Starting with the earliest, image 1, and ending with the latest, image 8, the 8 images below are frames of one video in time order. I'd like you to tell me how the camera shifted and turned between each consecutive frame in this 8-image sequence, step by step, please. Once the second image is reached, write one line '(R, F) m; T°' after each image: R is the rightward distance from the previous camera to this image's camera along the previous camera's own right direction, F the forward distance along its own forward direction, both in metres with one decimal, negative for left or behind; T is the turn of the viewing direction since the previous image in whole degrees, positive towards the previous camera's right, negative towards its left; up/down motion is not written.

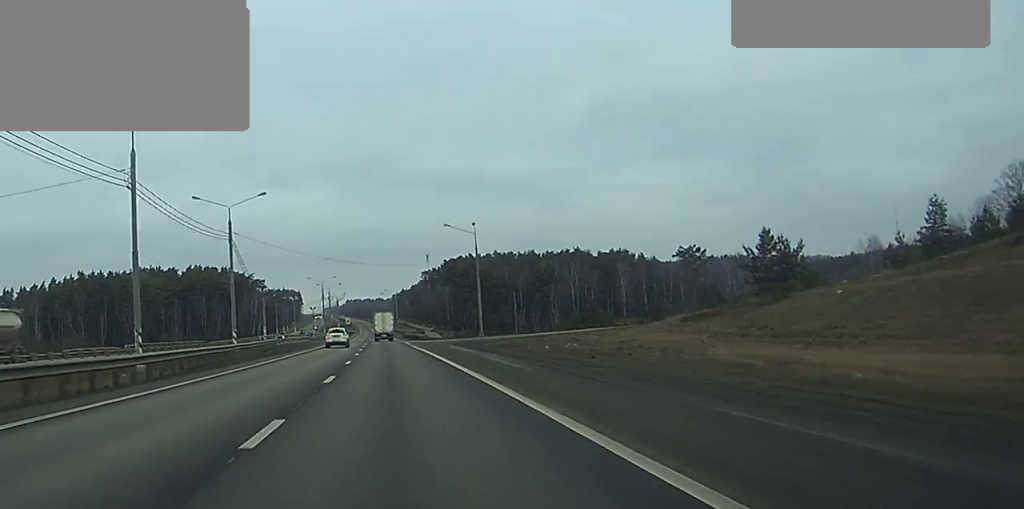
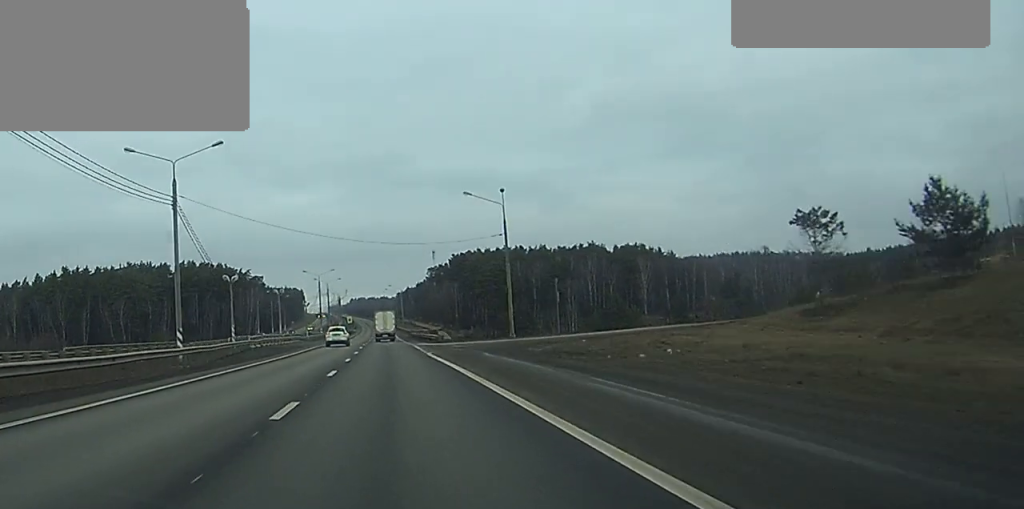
(0.0, +22.4) m; 0°
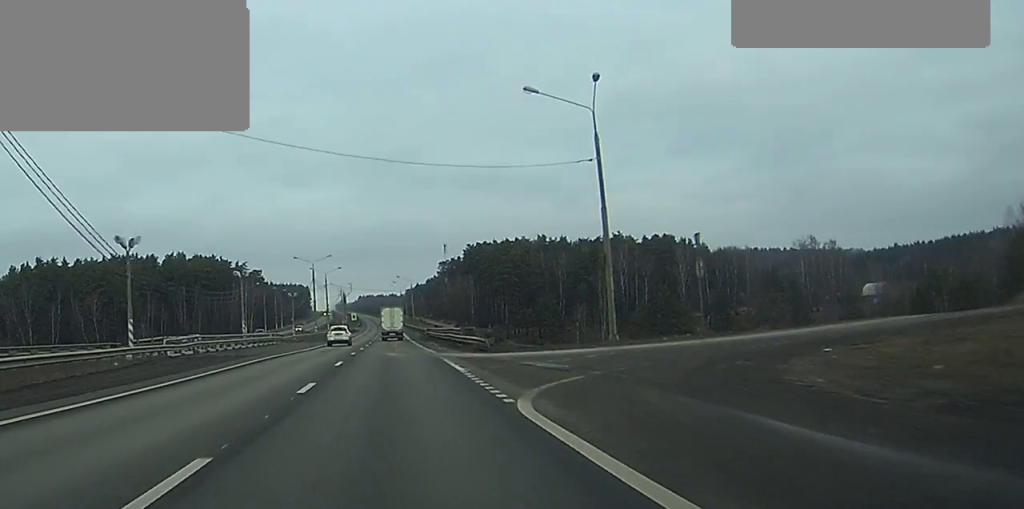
(-0.1, +32.7) m; 0°
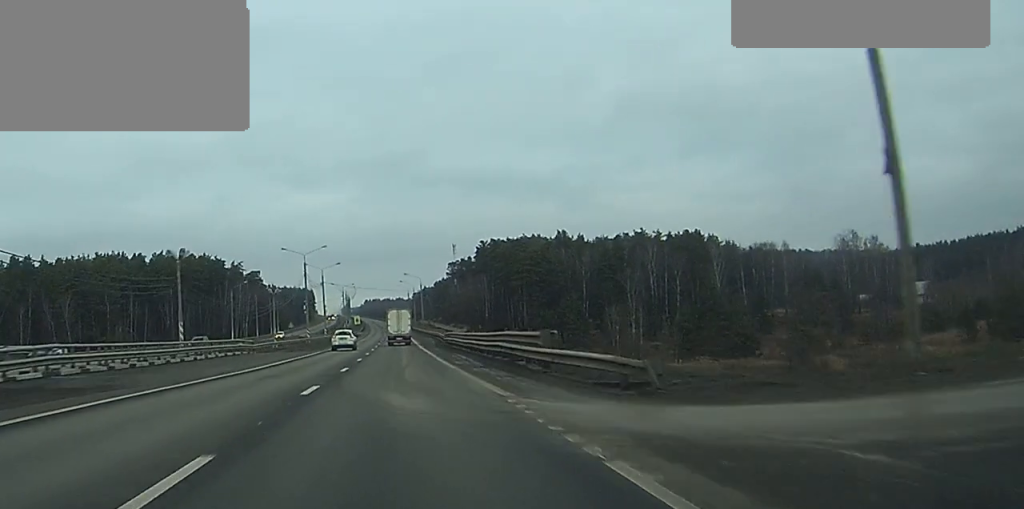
(-0.1, +24.7) m; 0°
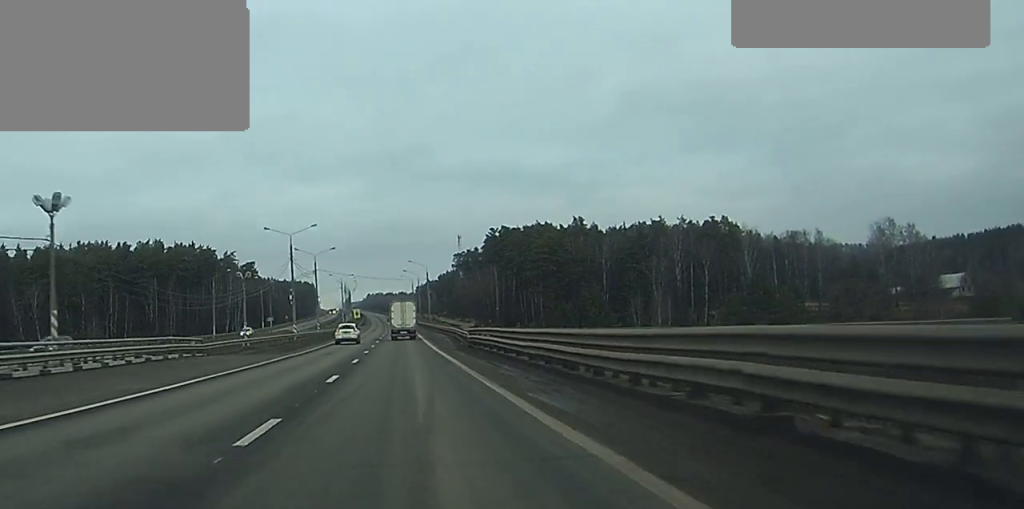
(-0.1, +20.2) m; 0°
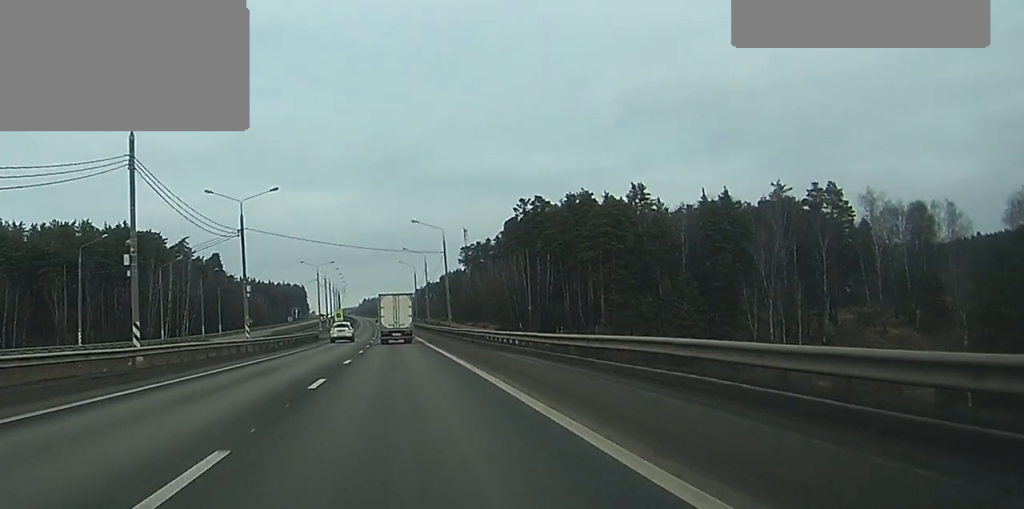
(+0.1, +64.2) m; 0°
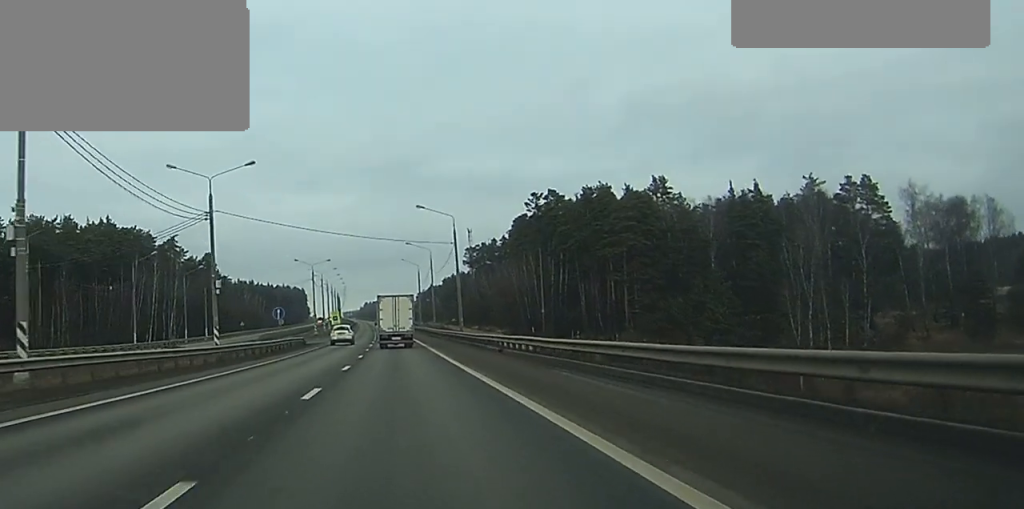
(0.0, +13.6) m; 0°
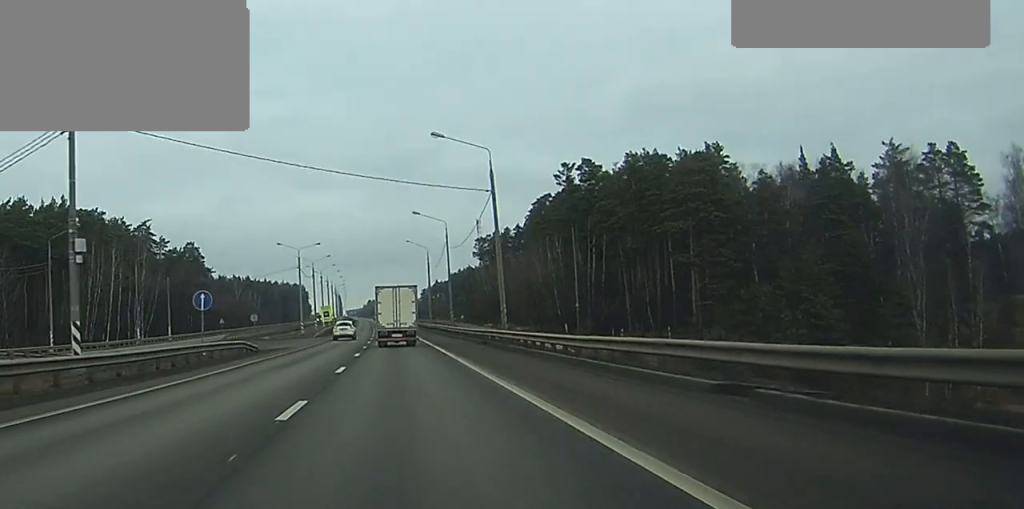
(-0.1, +28.0) m; 0°
